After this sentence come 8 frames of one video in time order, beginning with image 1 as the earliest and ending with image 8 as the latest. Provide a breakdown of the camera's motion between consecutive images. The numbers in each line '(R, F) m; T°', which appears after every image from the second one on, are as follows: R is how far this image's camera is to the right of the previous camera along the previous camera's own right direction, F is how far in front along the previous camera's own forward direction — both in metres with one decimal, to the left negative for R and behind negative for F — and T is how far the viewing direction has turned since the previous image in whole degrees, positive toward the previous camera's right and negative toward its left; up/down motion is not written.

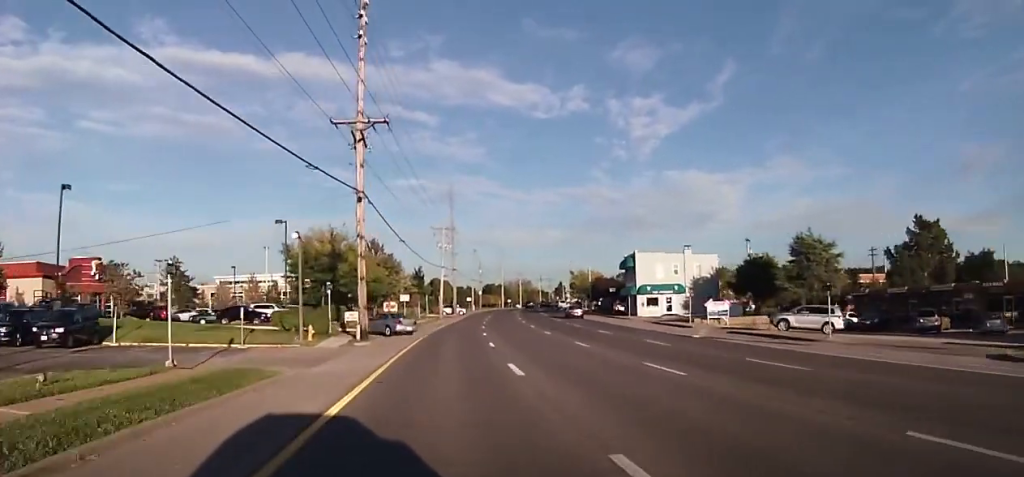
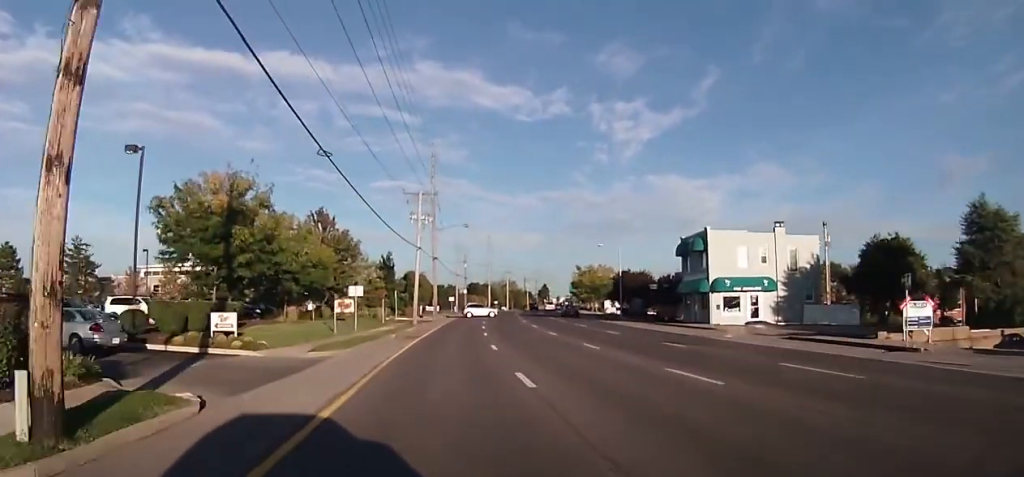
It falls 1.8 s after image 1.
(+4.0, +26.7) m; +10°
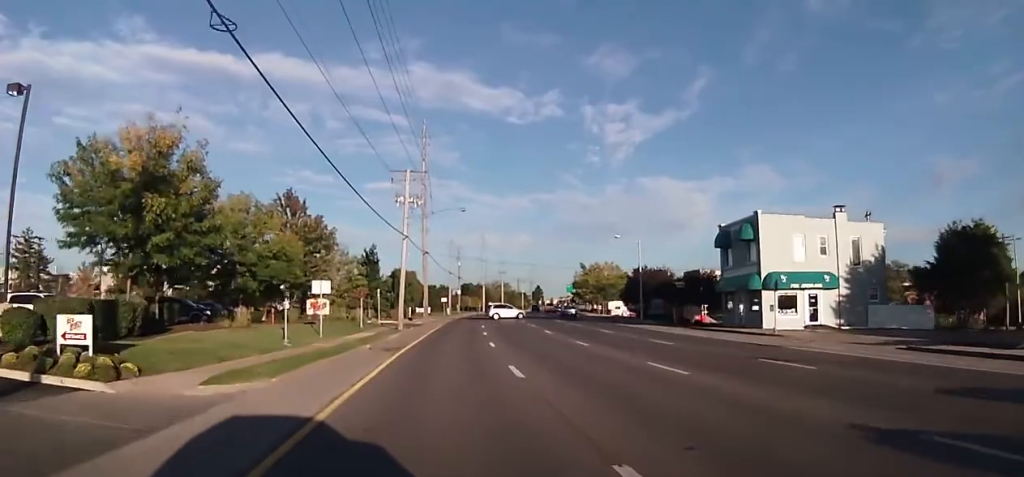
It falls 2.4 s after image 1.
(+0.3, +10.2) m; 0°
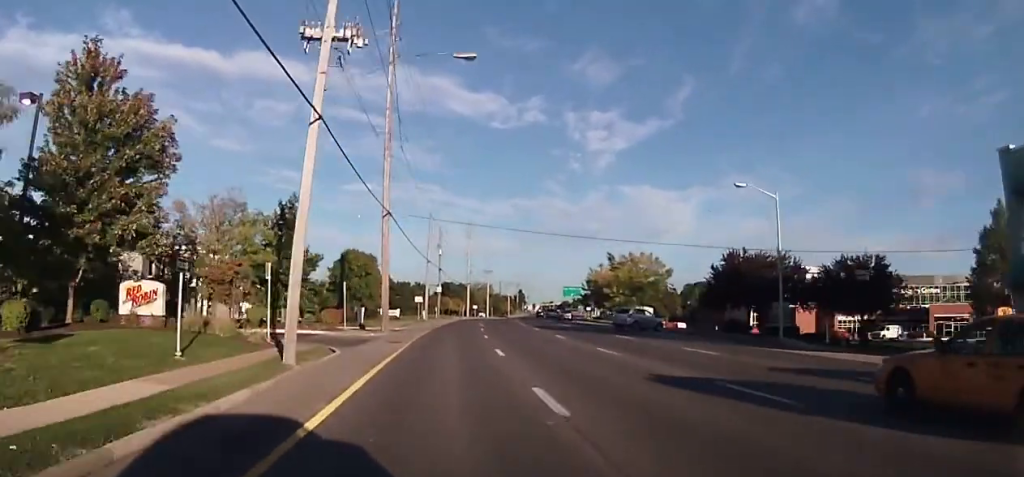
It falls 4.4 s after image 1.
(+1.0, +29.3) m; +4°
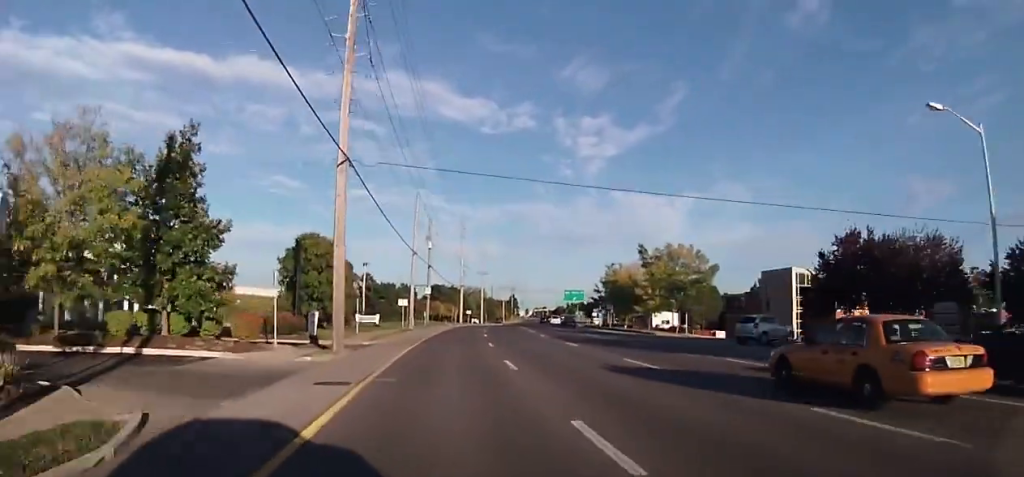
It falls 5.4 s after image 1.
(-0.3, +15.4) m; -2°
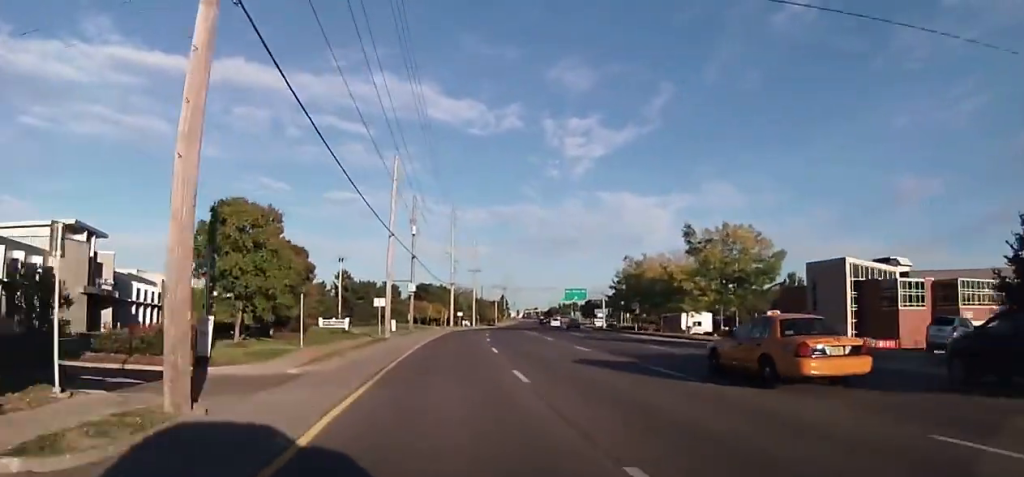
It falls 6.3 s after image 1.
(-0.1, +14.8) m; +1°
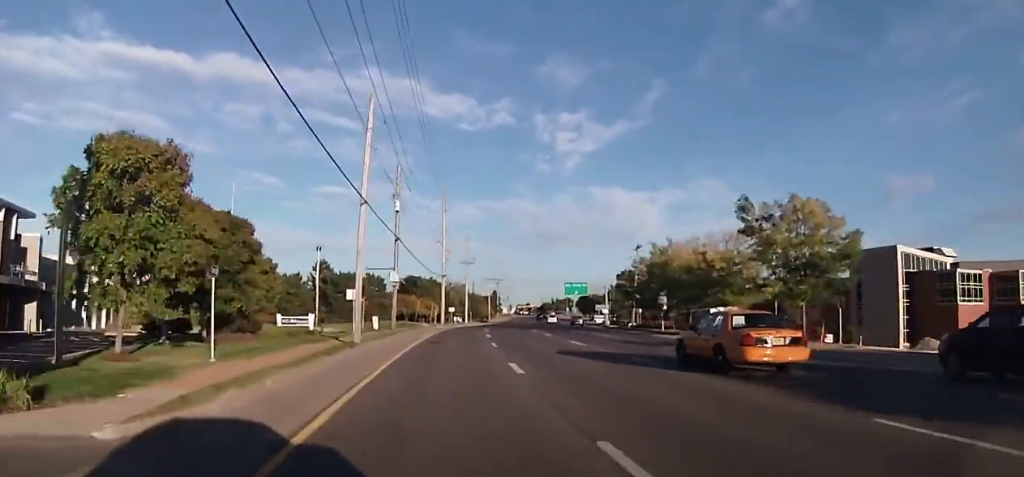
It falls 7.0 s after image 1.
(+0.2, +10.8) m; +1°
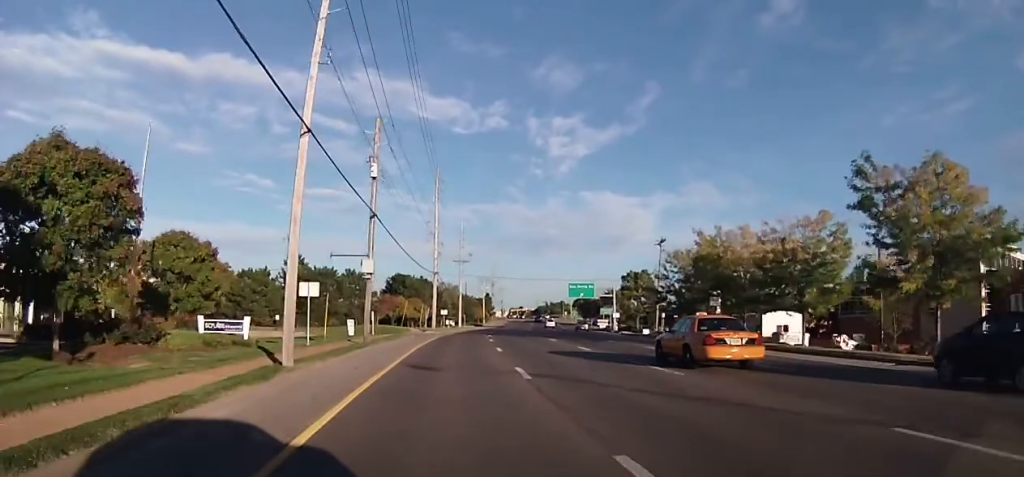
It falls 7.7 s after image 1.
(+0.2, +12.6) m; +1°
